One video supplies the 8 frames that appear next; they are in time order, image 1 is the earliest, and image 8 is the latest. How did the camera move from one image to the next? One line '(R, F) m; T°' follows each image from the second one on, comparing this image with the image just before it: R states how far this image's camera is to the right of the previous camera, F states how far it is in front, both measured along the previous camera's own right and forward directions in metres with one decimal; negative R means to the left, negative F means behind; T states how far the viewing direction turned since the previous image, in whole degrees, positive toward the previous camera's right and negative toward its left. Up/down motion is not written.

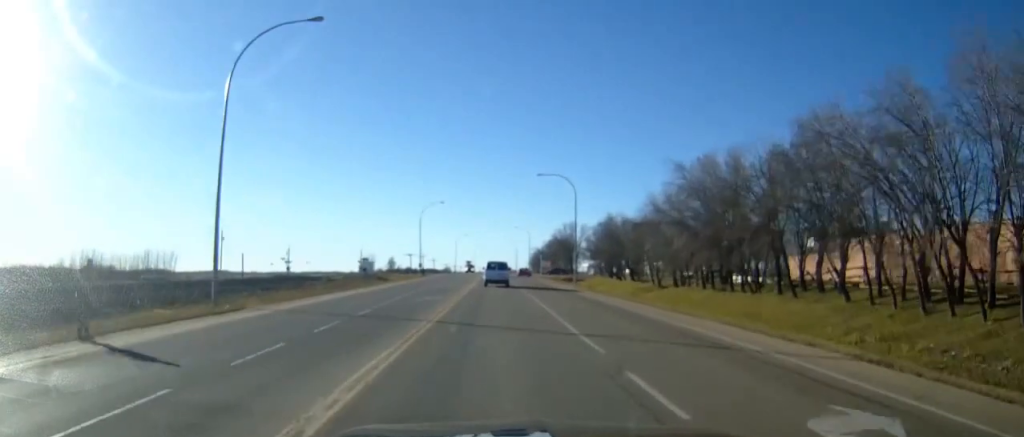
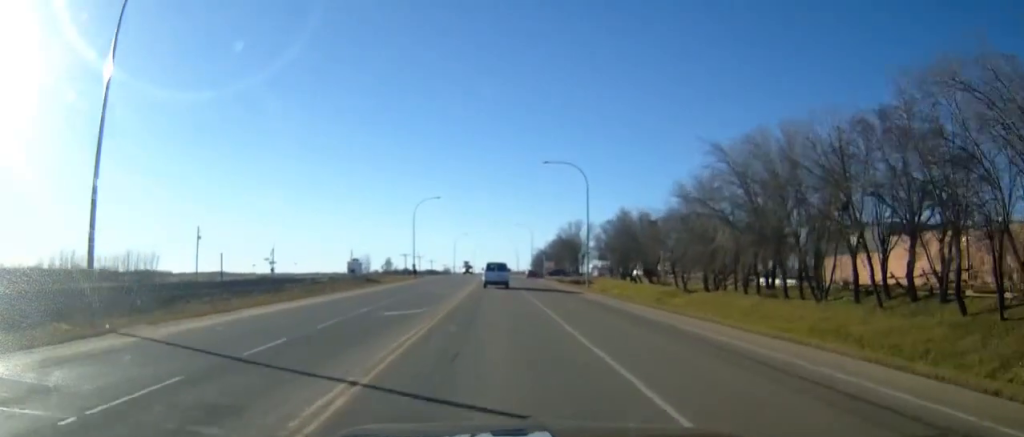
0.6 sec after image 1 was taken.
(0.0, +10.8) m; 0°
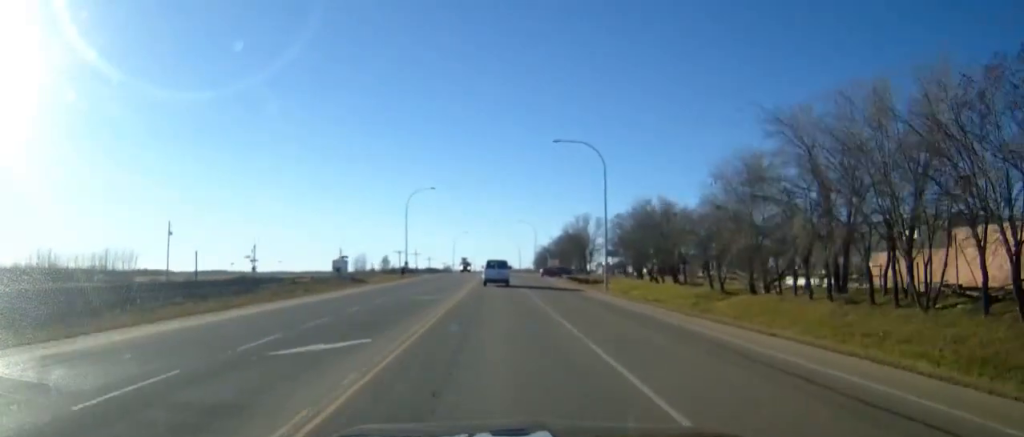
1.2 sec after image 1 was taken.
(0.0, +11.2) m; 0°
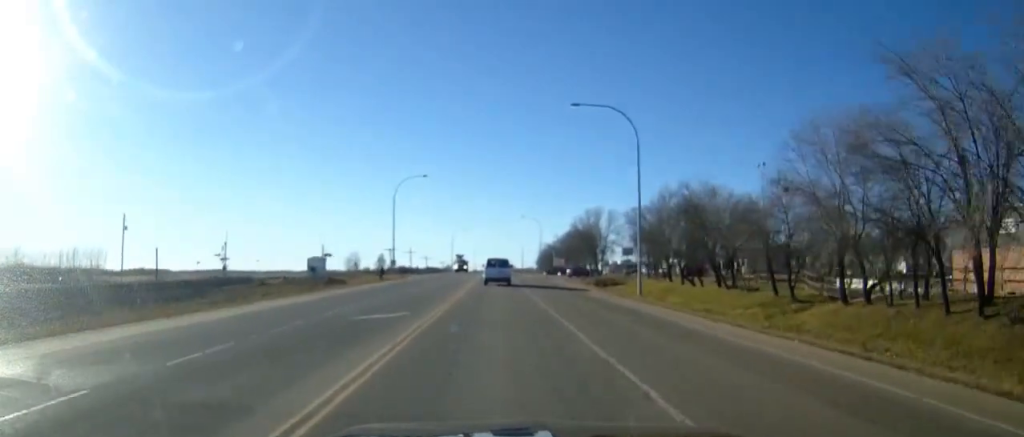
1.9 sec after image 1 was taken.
(0.0, +14.2) m; 0°
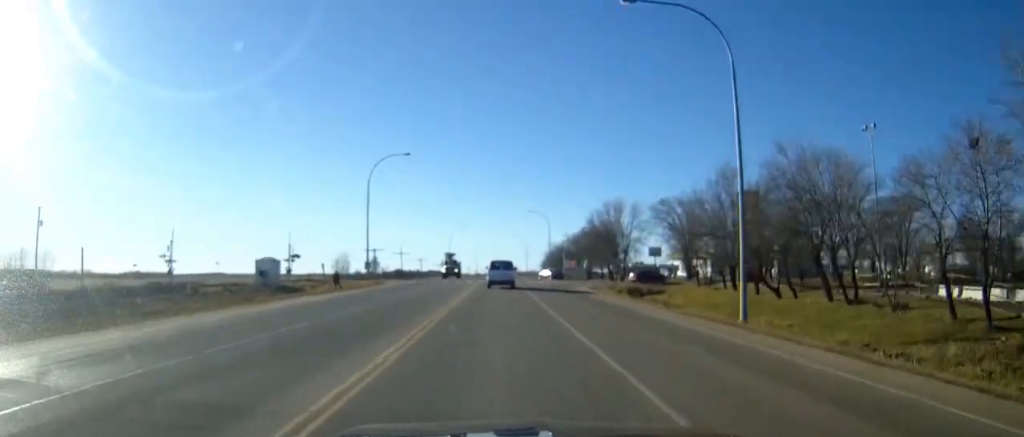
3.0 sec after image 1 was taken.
(0.0, +20.0) m; 0°
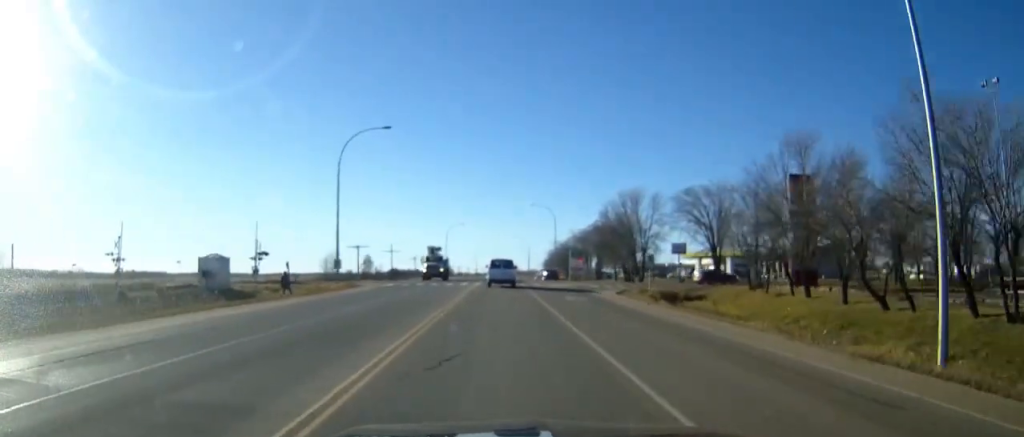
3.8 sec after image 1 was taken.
(0.0, +13.7) m; 0°
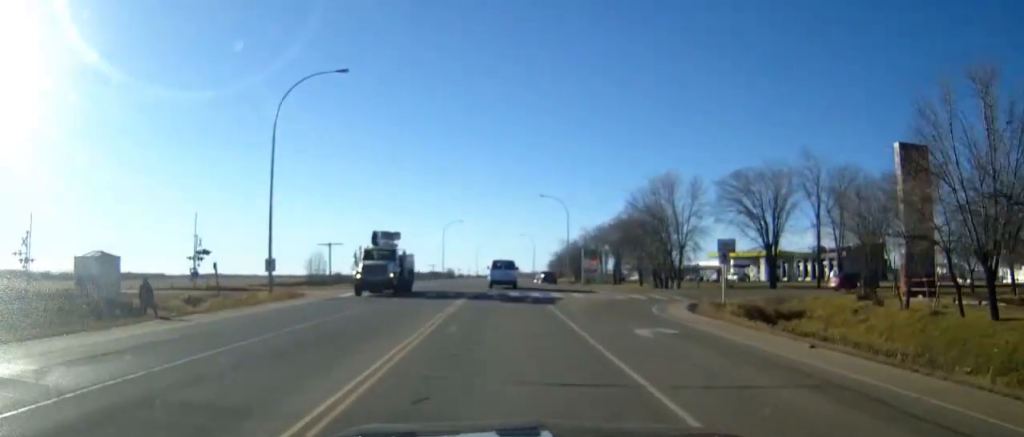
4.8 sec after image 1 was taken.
(-0.1, +18.2) m; 0°
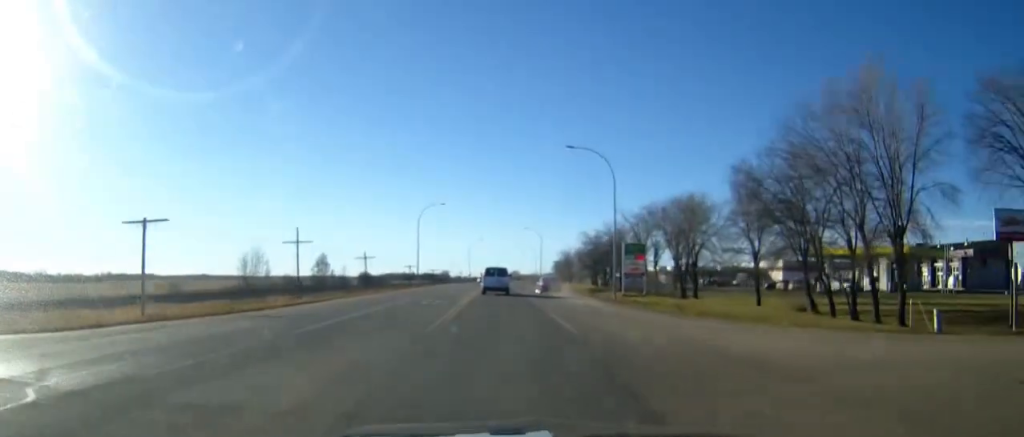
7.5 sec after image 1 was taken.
(0.0, +44.8) m; 0°
